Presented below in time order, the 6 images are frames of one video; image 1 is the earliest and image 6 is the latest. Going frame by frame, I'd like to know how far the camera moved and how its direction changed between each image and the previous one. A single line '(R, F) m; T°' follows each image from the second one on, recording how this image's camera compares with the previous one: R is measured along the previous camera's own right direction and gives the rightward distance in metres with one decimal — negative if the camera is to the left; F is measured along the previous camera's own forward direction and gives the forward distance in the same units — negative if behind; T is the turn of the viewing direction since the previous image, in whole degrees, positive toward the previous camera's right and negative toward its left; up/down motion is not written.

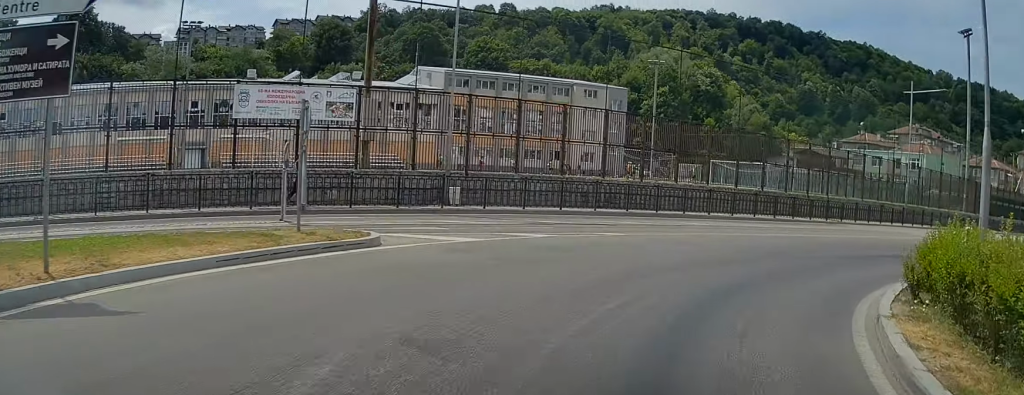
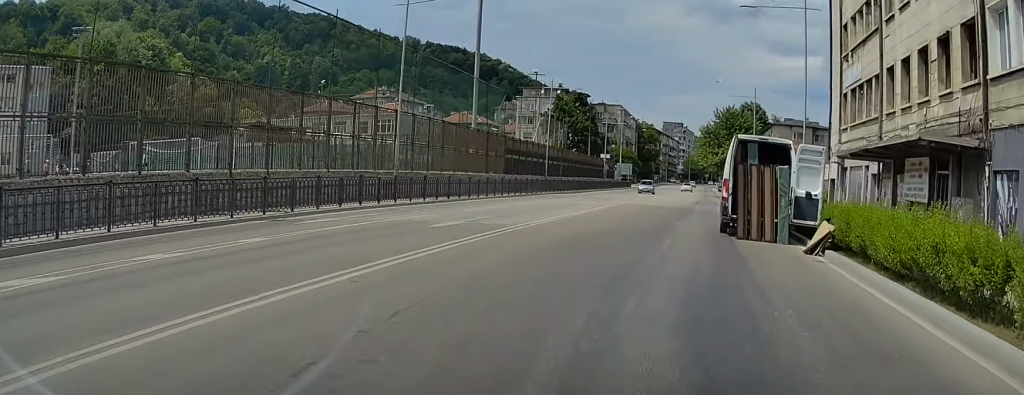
(+4.9, +15.1) m; +33°
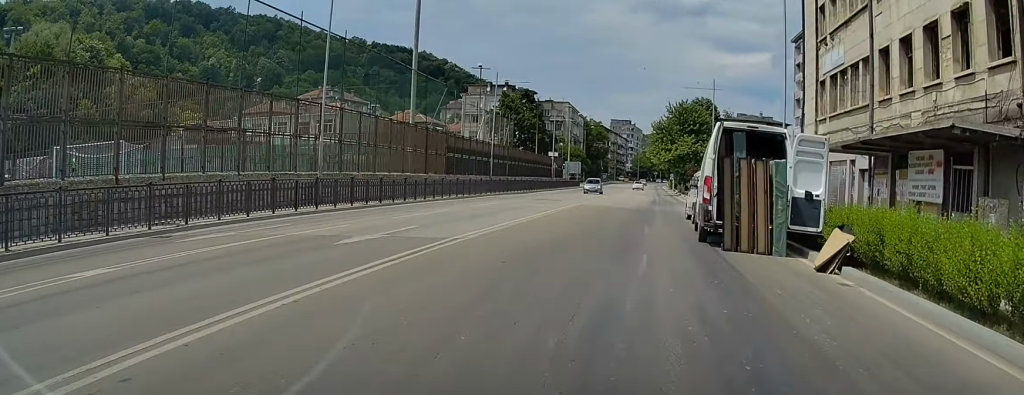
(+0.2, +3.5) m; +5°
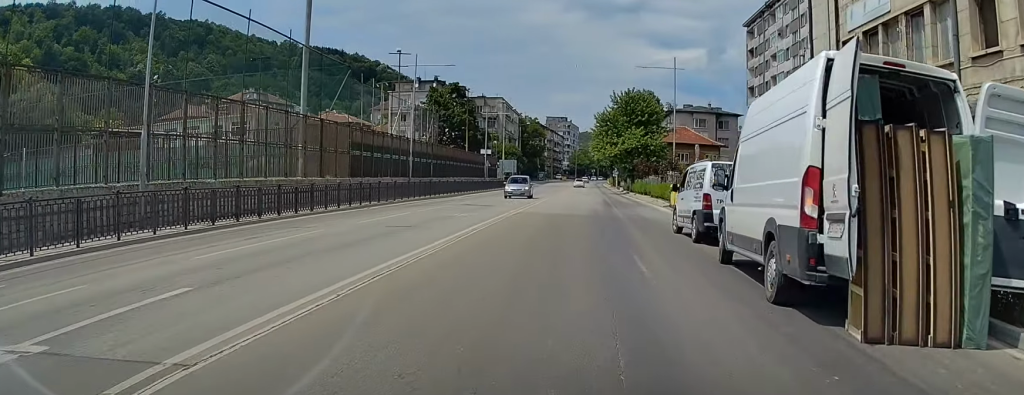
(+0.6, +8.9) m; +8°
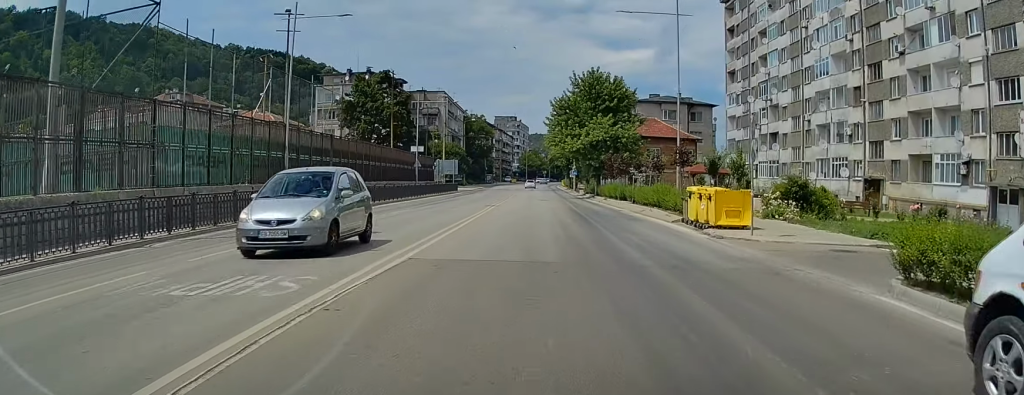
(+1.4, +14.8) m; +11°
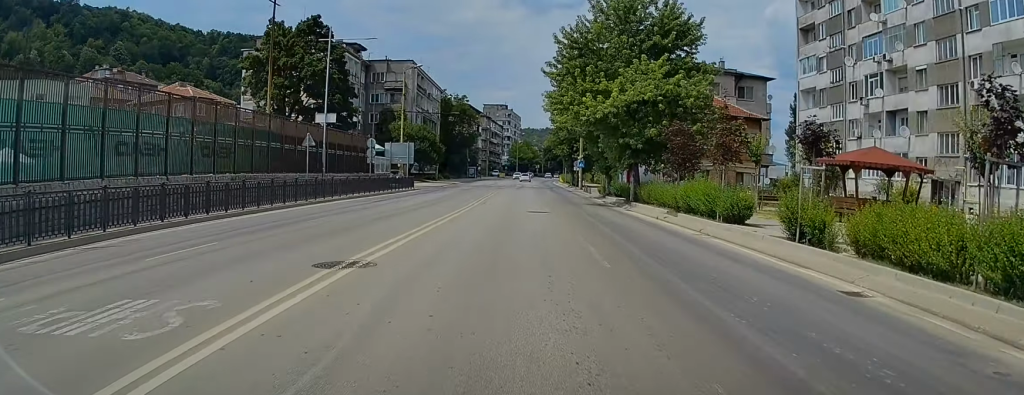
(+1.7, +27.6) m; +1°
